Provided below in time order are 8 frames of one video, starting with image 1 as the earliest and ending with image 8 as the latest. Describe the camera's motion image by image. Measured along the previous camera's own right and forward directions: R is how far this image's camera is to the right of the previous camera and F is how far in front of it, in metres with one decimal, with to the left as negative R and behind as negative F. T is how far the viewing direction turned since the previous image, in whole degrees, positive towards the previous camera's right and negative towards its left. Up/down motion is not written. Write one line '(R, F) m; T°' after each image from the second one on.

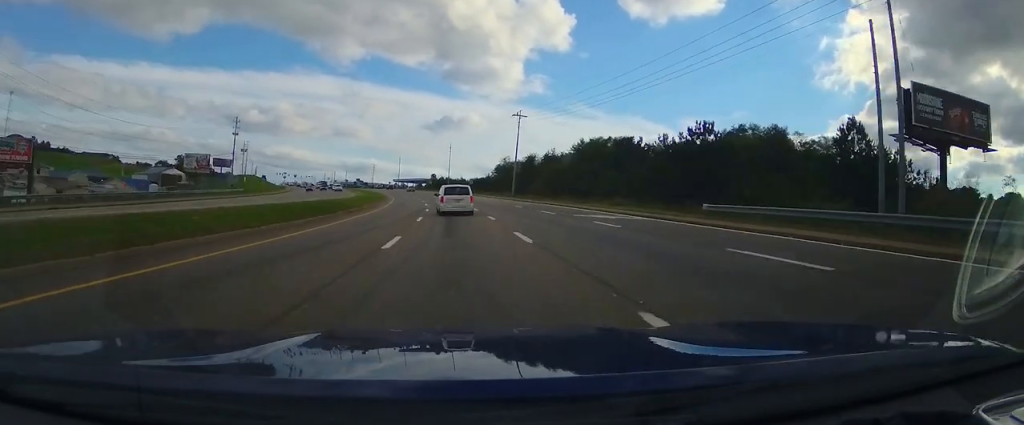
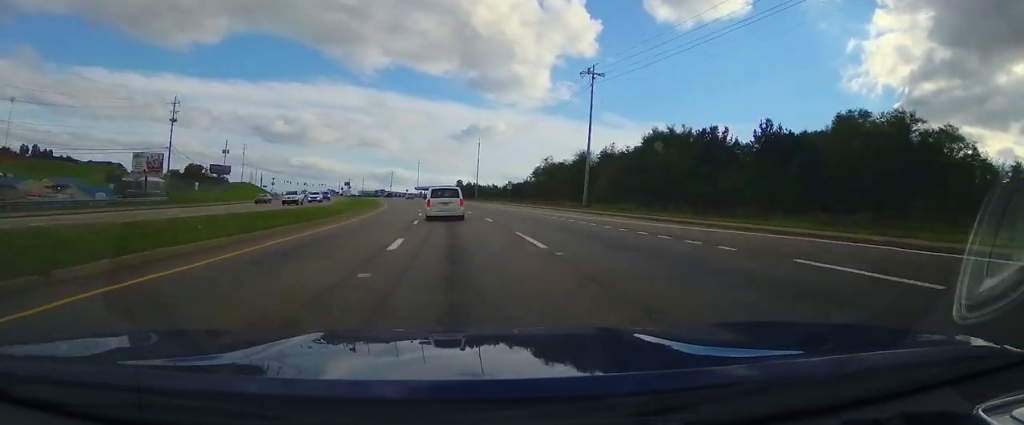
(-1.0, +39.4) m; -3°
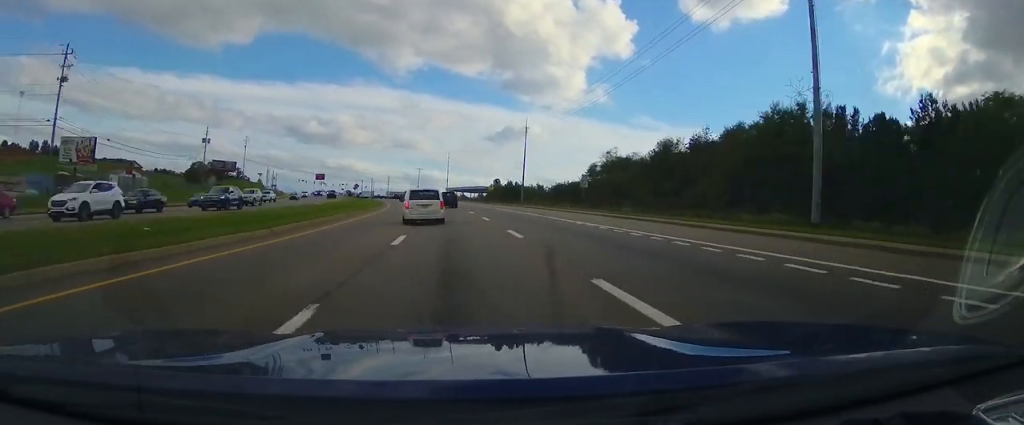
(+0.2, +34.5) m; -3°
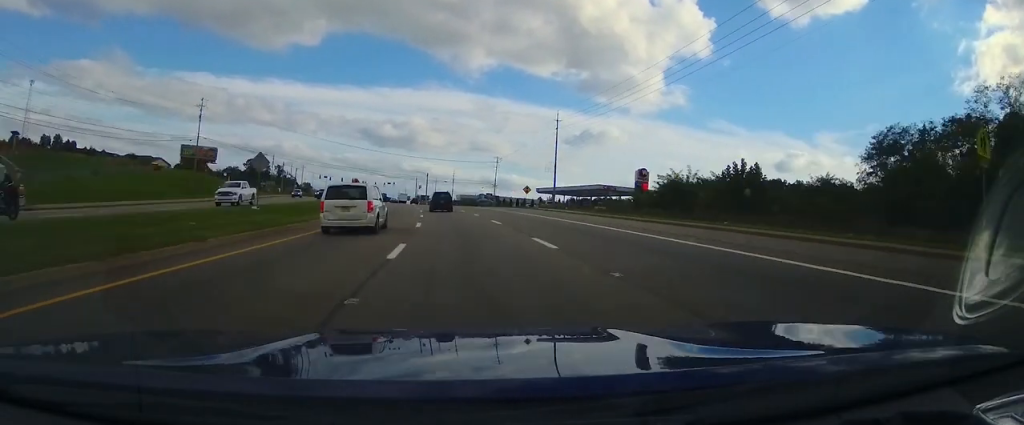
(-6.9, +89.9) m; -9°
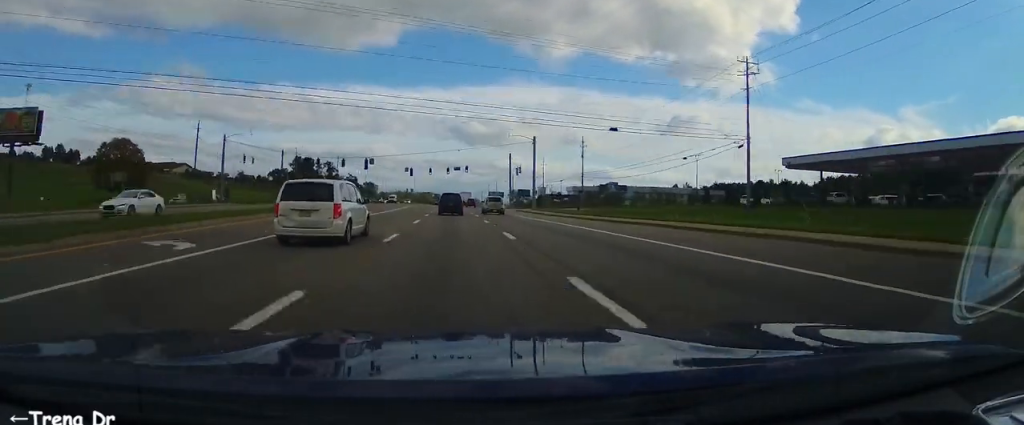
(-8.9, +107.8) m; -6°
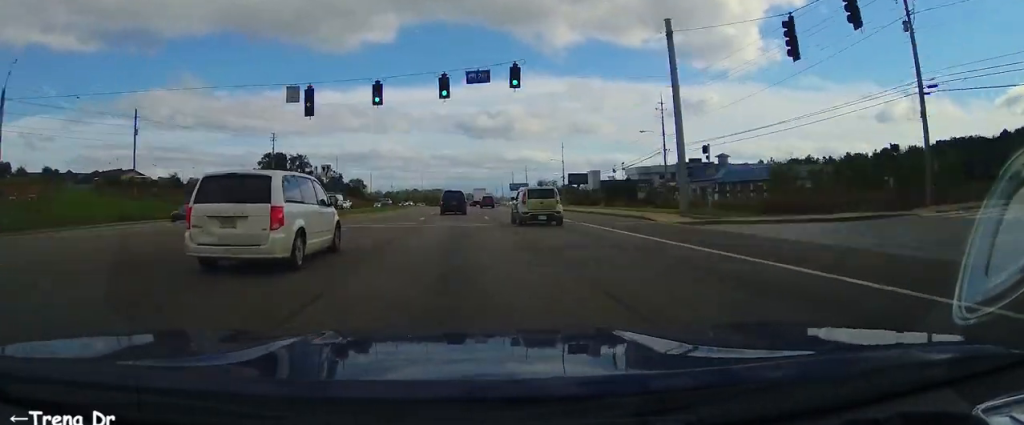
(-2.0, +83.5) m; -1°
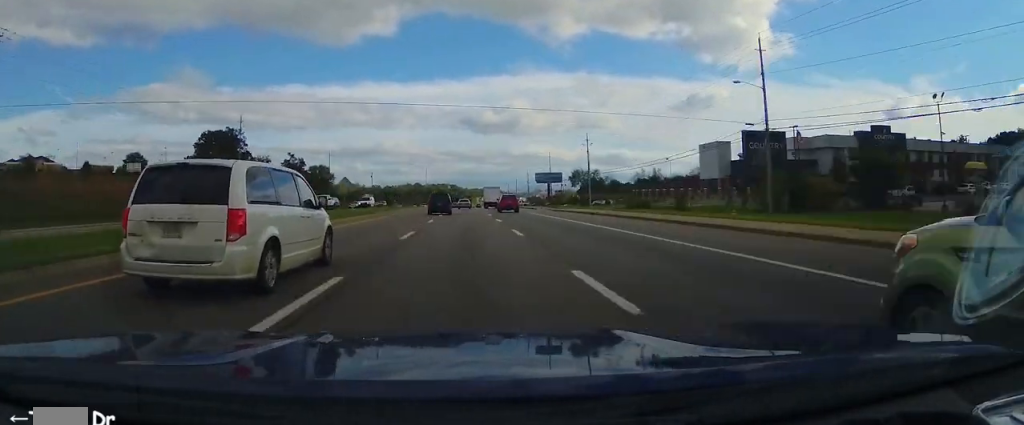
(+0.1, +91.9) m; +1°
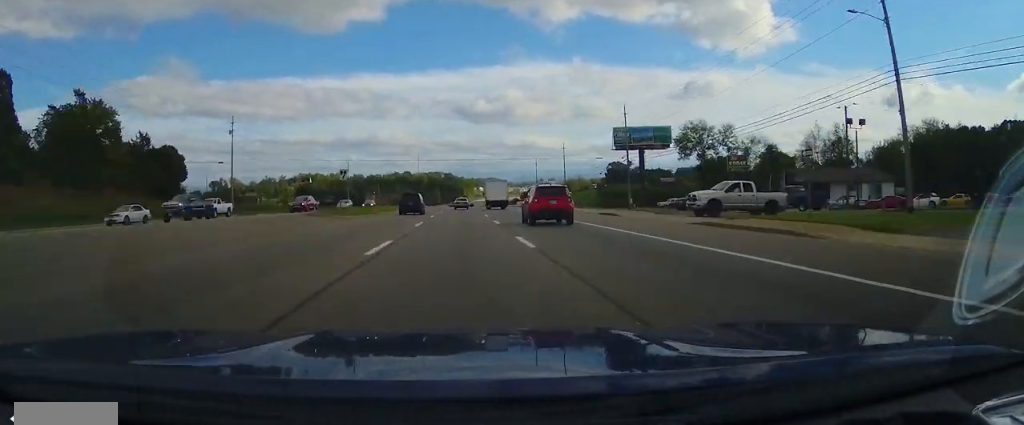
(+0.8, +135.1) m; 0°
